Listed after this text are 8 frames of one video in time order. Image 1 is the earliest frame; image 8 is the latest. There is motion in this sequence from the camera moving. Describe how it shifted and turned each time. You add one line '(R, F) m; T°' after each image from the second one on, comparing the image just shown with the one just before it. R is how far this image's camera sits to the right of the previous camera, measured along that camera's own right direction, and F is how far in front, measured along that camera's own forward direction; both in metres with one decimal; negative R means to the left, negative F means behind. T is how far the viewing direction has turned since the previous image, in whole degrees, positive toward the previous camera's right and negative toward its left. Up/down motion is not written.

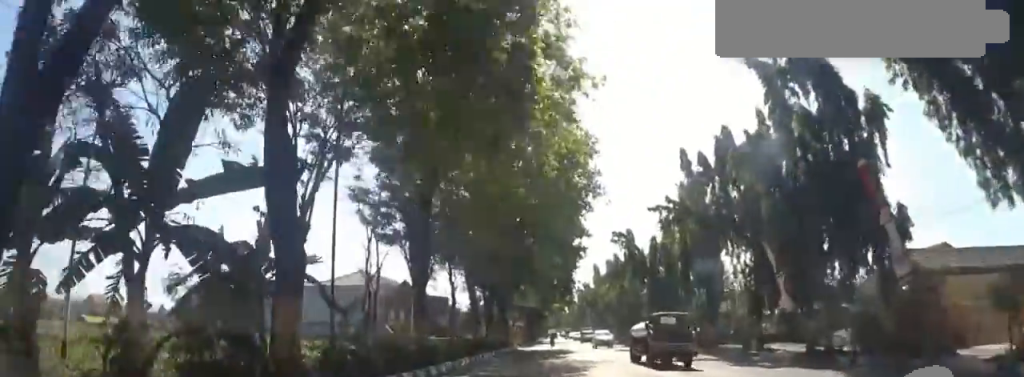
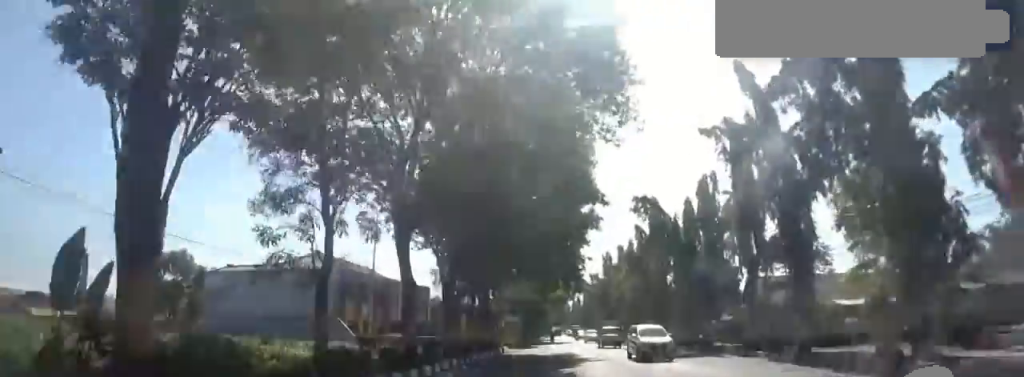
(0.0, +12.6) m; 0°
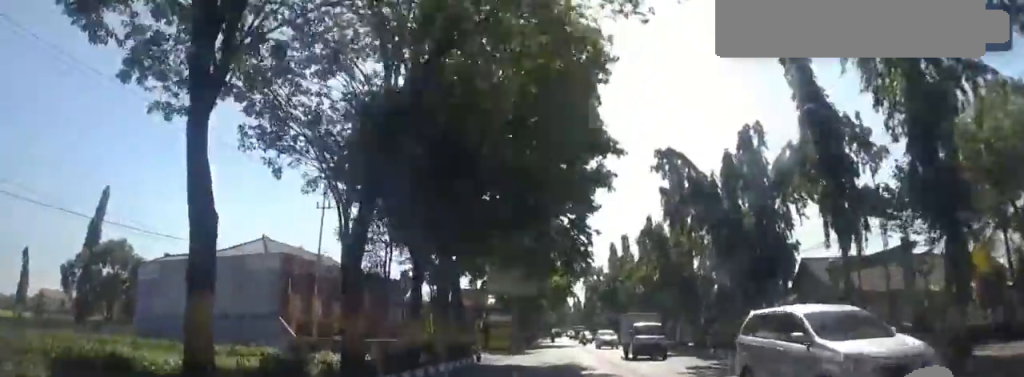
(0.0, +10.0) m; +1°
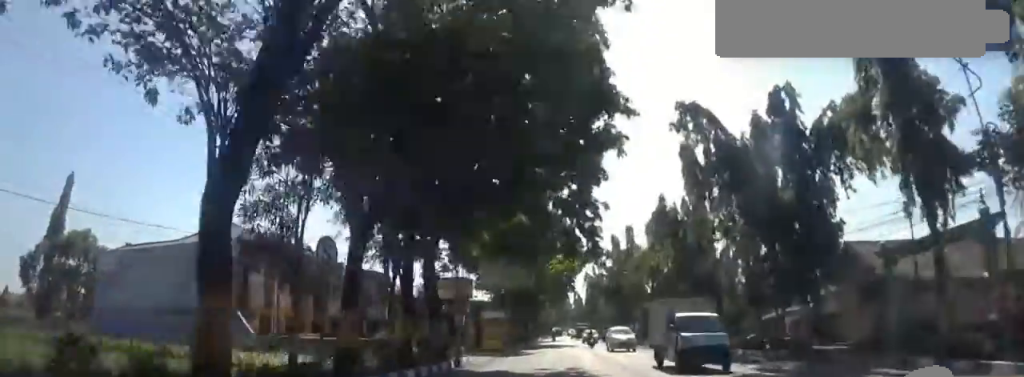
(0.0, +5.1) m; 0°
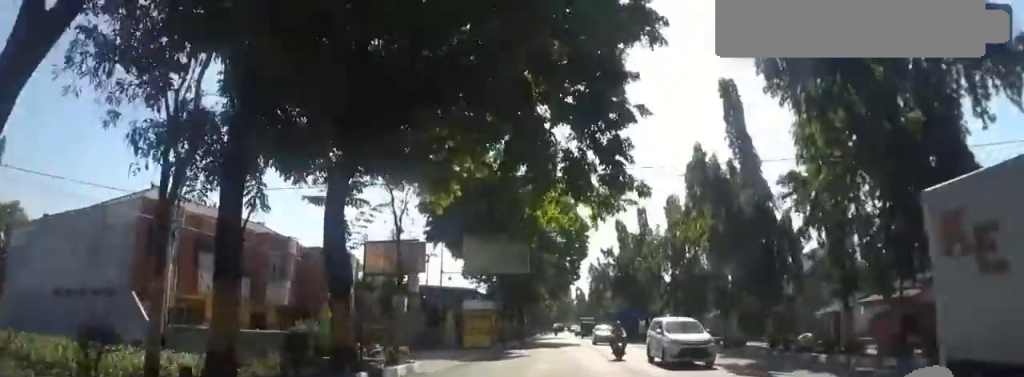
(+0.3, +8.6) m; 0°
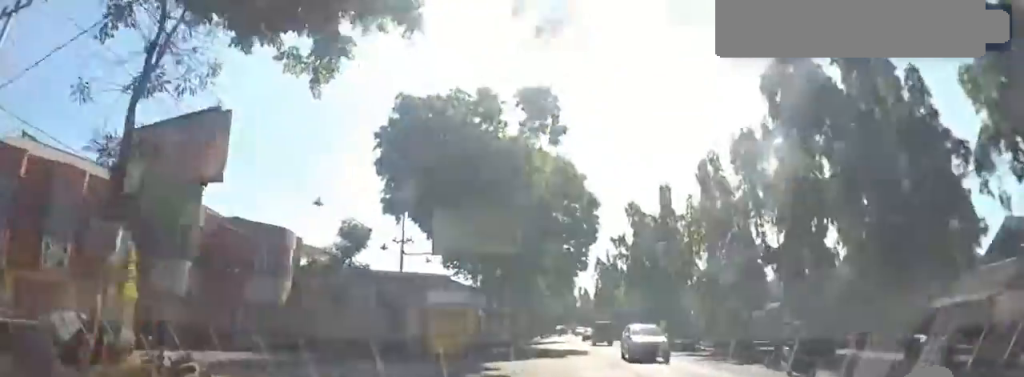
(-0.3, +10.2) m; -2°
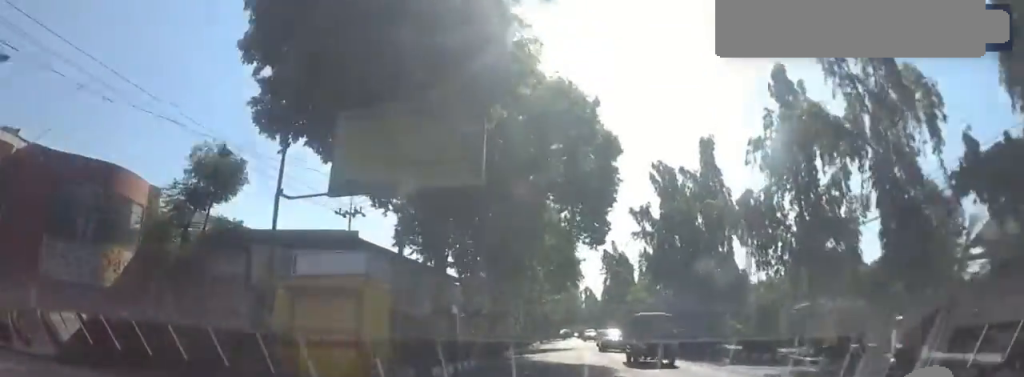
(0.0, +13.2) m; 0°
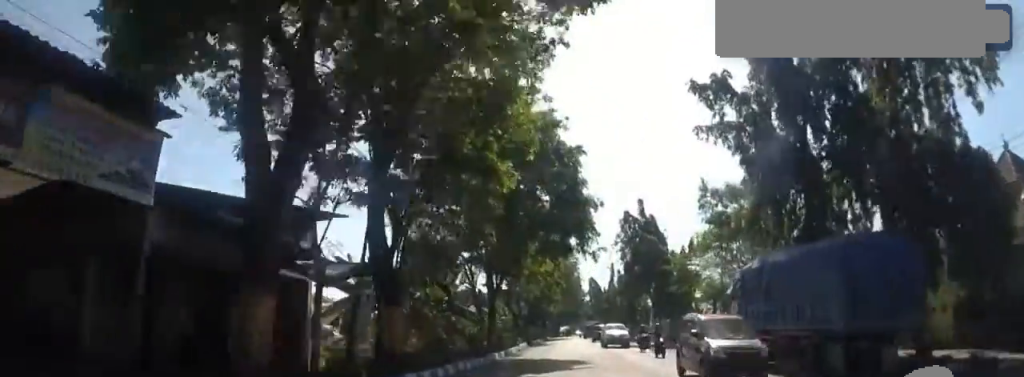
(0.0, +22.1) m; +2°
